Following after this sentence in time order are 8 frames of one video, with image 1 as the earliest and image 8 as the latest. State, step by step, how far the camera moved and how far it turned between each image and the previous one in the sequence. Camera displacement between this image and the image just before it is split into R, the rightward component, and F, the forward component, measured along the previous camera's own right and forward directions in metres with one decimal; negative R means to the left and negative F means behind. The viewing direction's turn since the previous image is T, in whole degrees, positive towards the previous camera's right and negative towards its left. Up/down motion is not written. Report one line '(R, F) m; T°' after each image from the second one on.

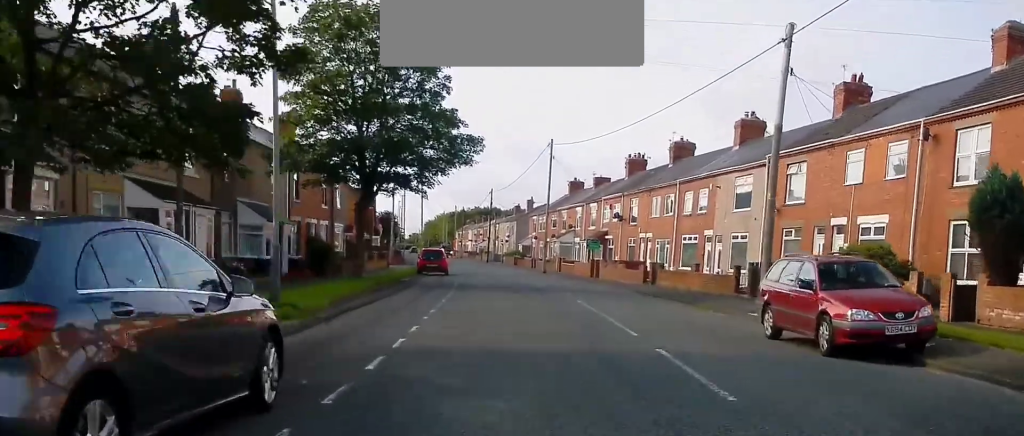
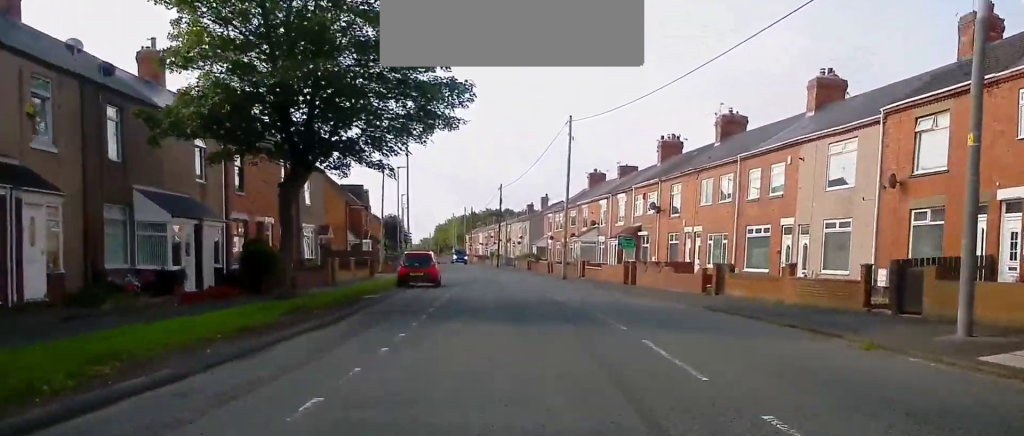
(0.0, +10.5) m; 0°
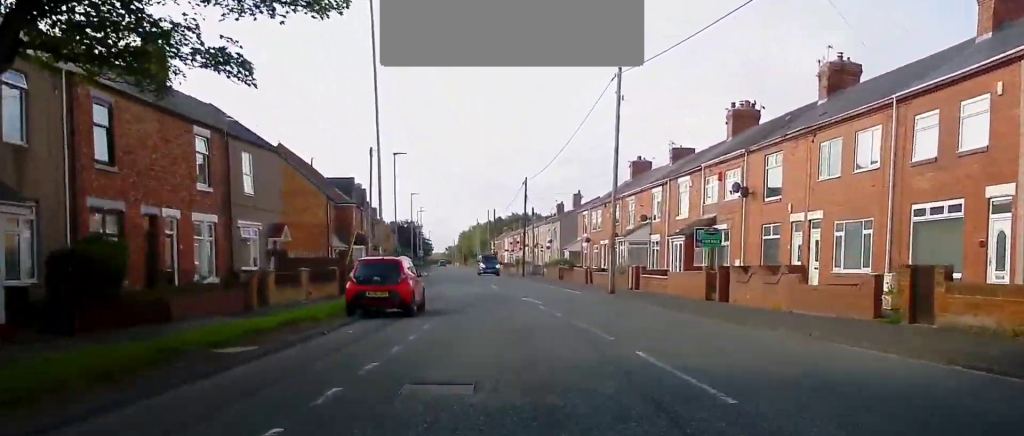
(+0.1, +12.8) m; -2°
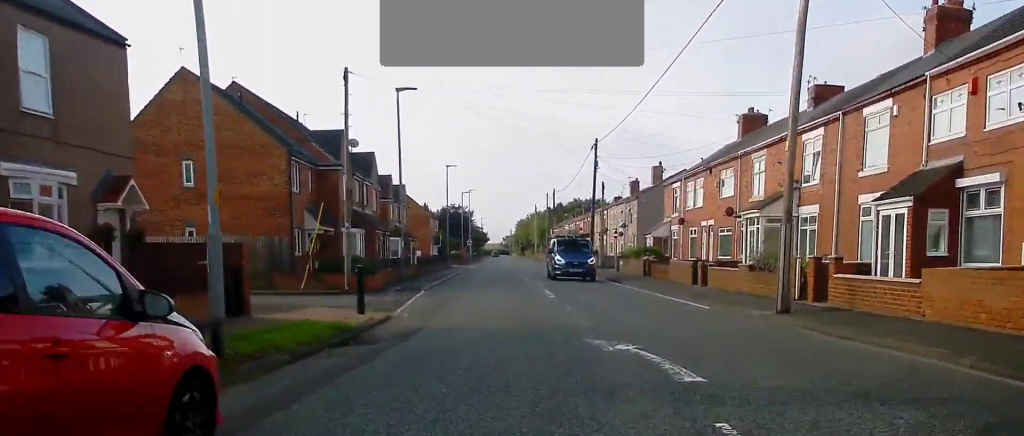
(-0.8, +16.9) m; -4°
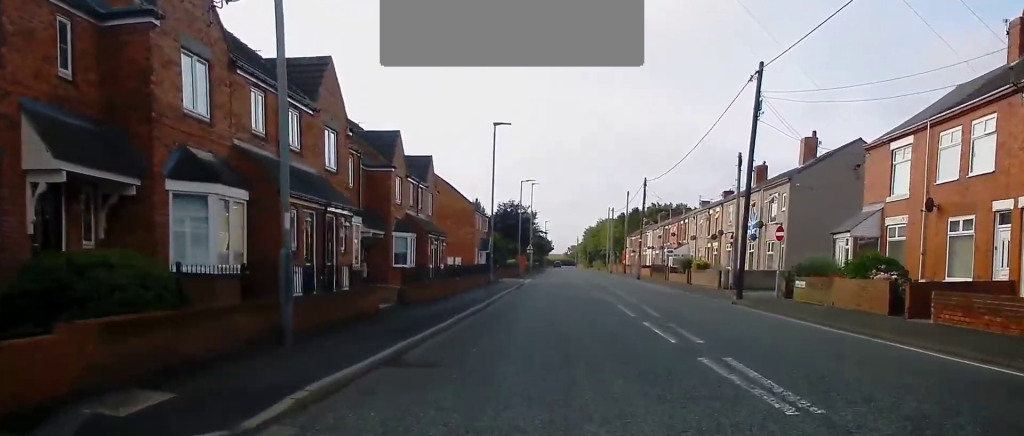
(-1.1, +22.8) m; -5°
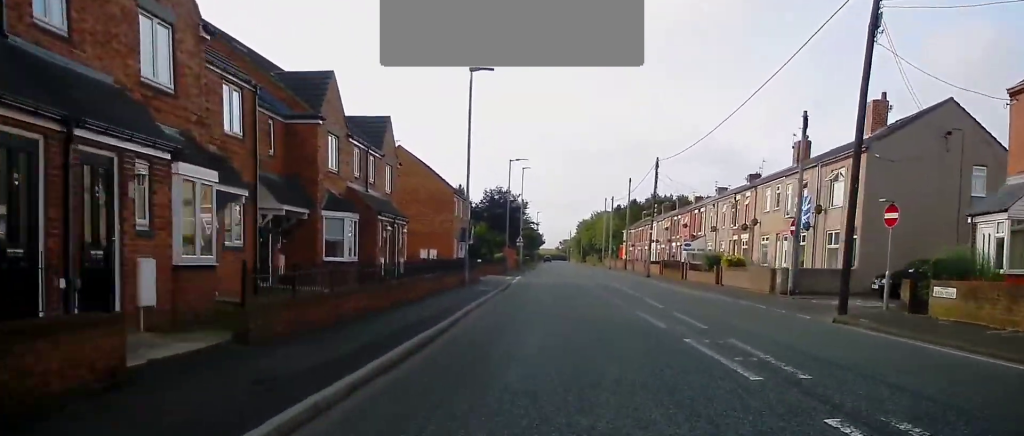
(-0.2, +10.1) m; -1°
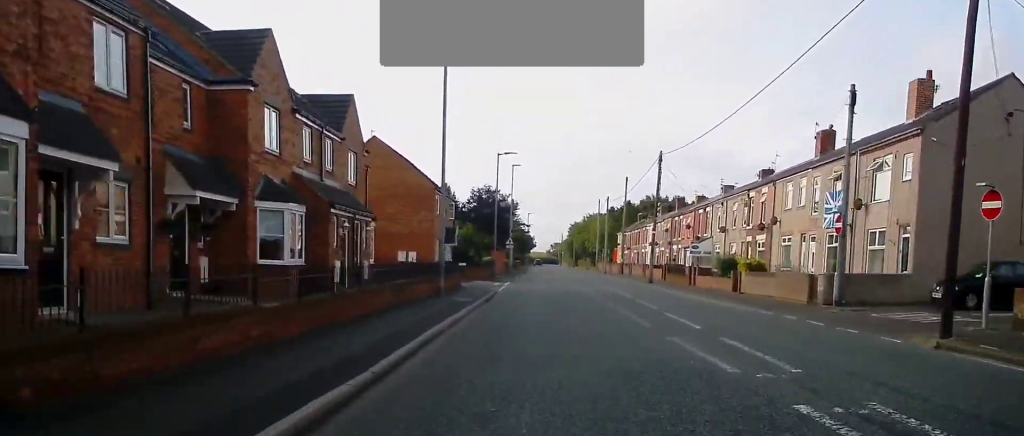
(0.0, +5.2) m; +1°
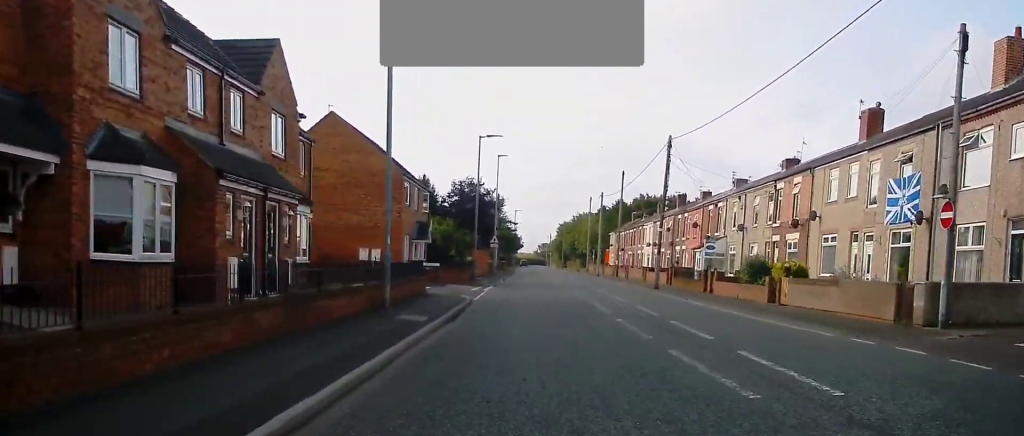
(-0.1, +7.3) m; +1°
